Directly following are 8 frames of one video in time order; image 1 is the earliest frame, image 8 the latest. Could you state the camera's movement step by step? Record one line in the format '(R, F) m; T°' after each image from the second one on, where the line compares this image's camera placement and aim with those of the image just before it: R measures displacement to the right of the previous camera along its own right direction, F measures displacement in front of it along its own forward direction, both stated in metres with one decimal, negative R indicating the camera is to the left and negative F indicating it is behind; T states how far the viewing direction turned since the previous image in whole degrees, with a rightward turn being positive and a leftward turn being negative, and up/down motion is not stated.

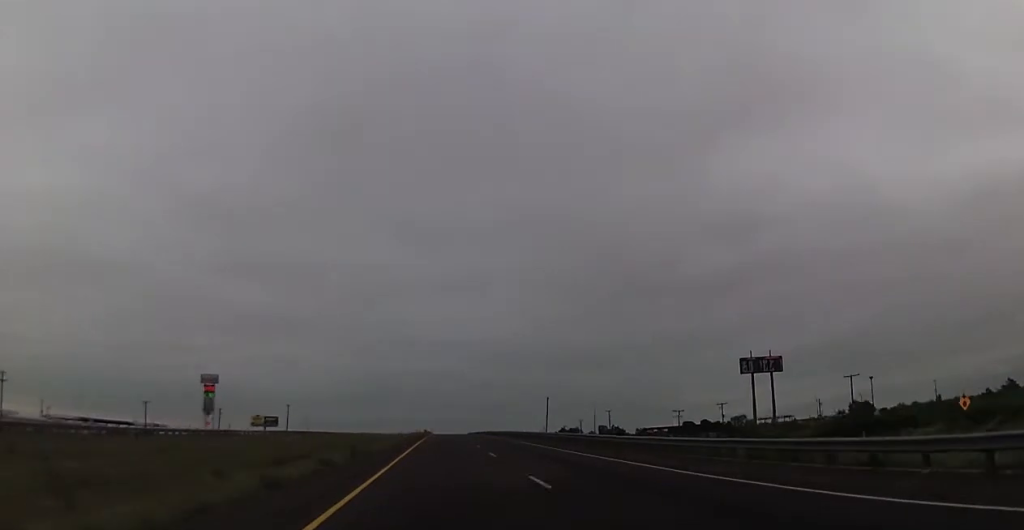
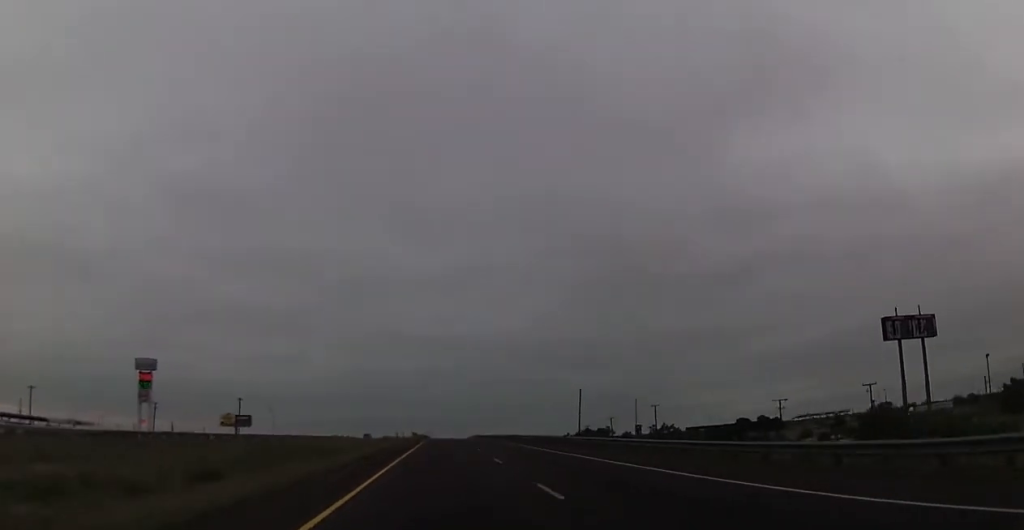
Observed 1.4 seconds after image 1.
(0.0, +50.3) m; 0°
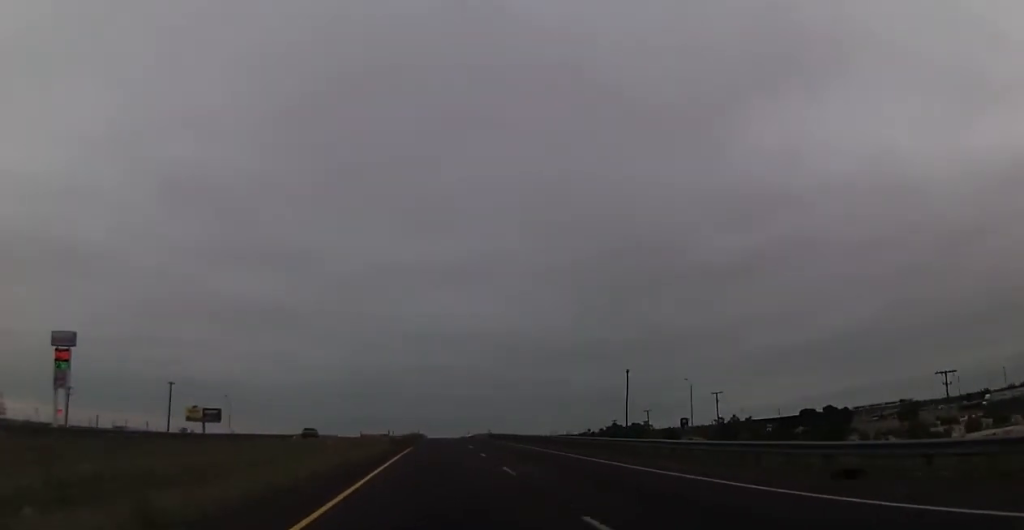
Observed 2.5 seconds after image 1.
(0.0, +41.8) m; 0°
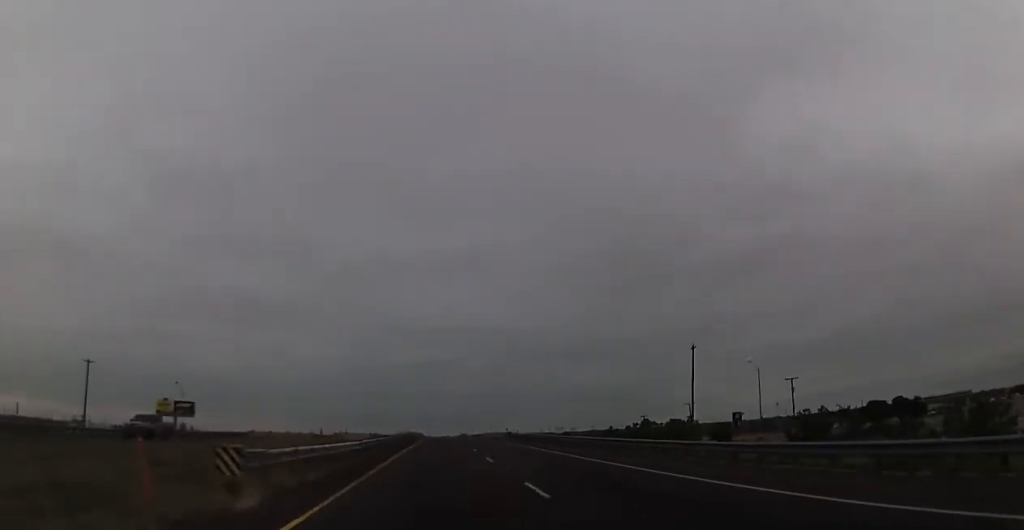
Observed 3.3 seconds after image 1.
(0.0, +30.6) m; 0°
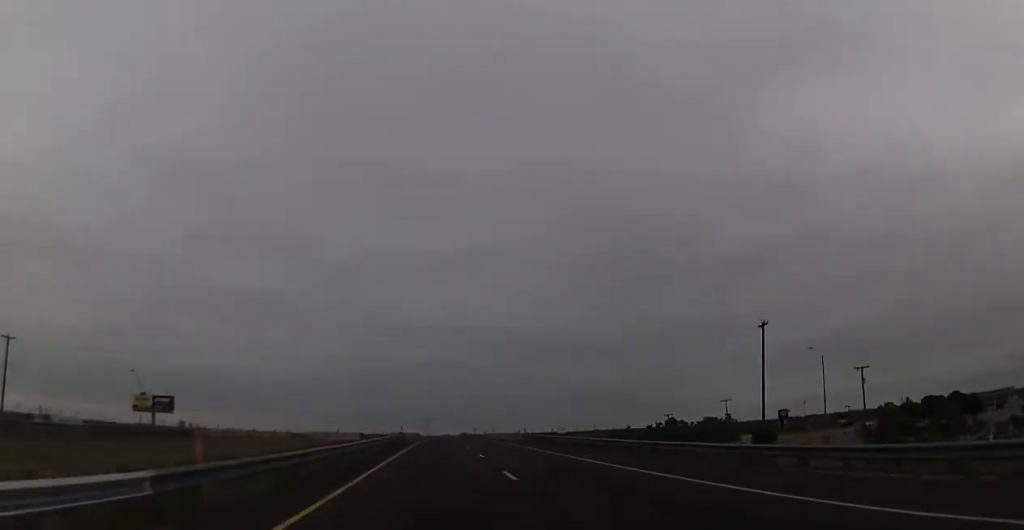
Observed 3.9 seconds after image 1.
(0.0, +19.6) m; 0°
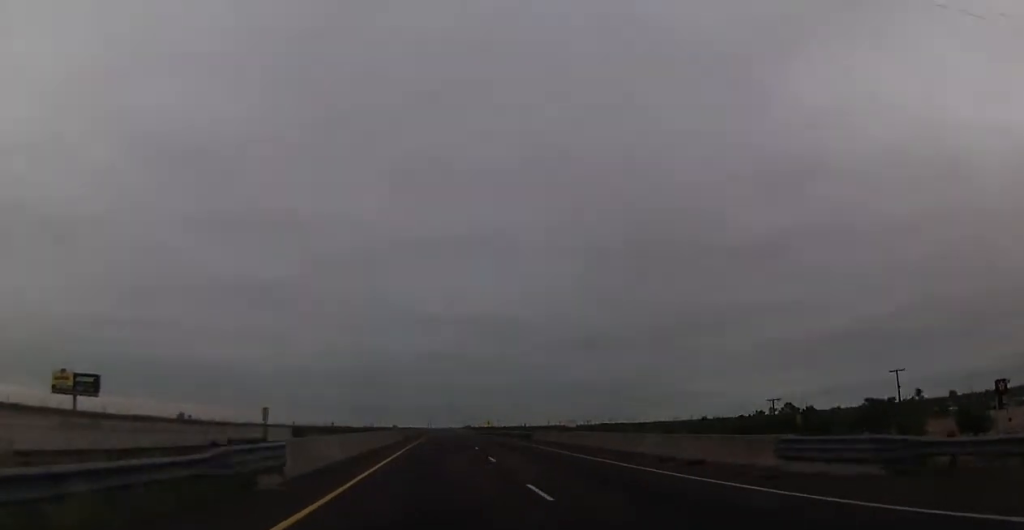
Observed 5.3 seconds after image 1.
(-0.1, +52.8) m; -1°
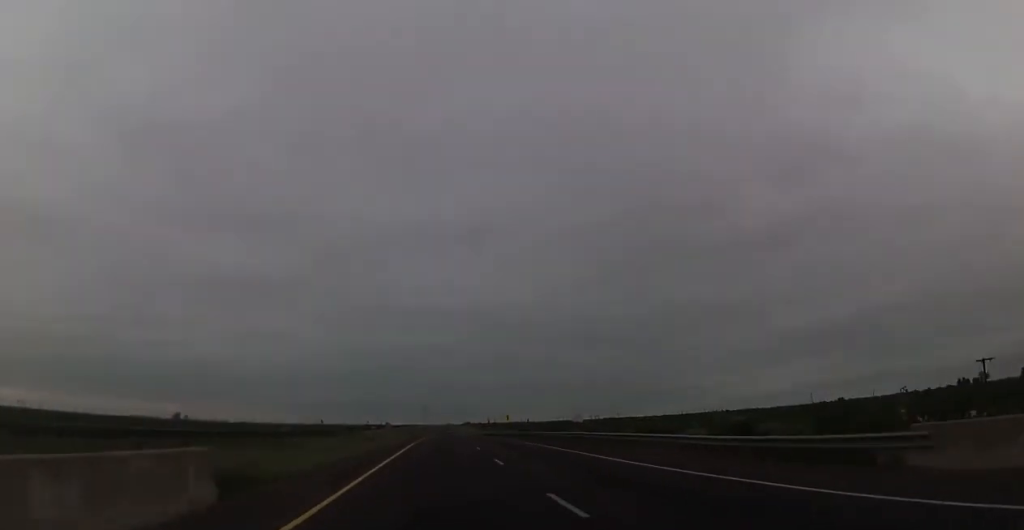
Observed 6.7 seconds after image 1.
(-0.1, +50.7) m; 0°
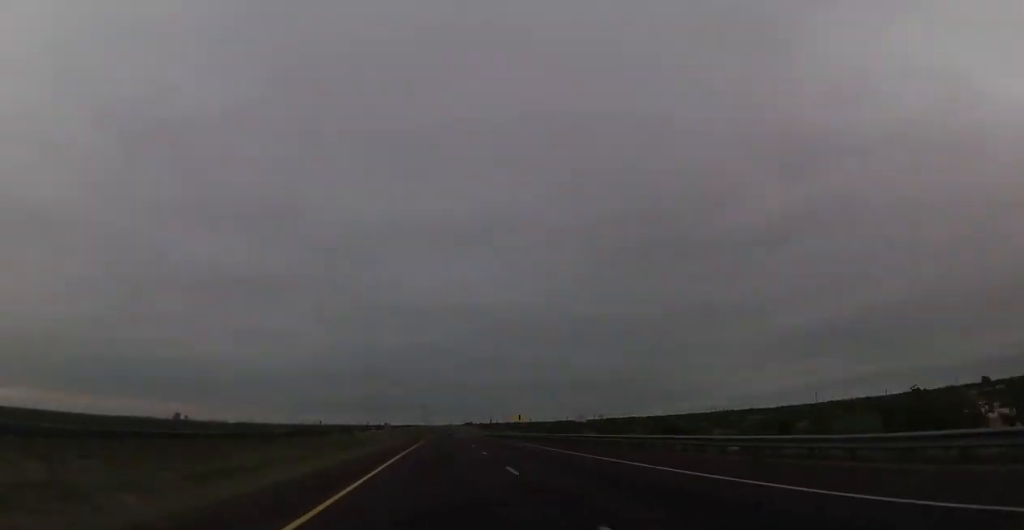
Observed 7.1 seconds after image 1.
(+0.2, +16.1) m; 0°
